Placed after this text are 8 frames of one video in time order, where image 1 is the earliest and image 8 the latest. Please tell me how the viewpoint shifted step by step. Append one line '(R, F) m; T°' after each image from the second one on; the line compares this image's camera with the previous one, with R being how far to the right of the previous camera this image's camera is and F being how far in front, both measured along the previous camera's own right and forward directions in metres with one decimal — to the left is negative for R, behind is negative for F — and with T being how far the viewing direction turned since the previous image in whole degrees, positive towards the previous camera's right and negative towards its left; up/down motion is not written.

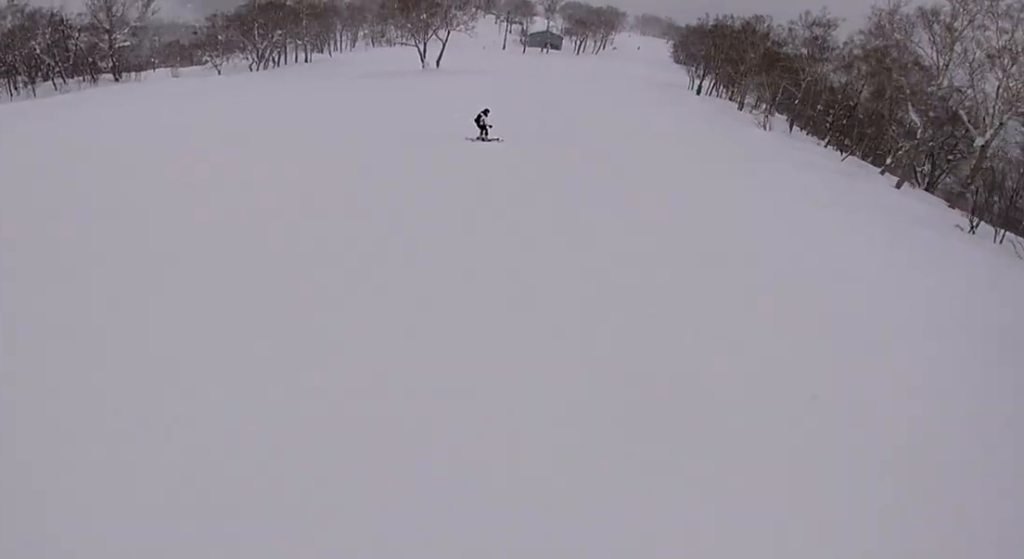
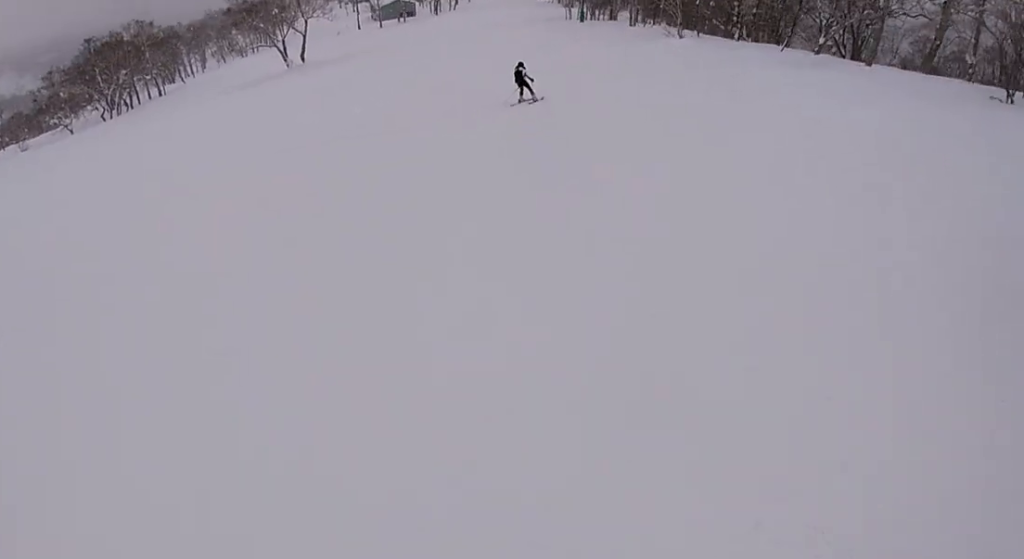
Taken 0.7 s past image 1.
(-0.3, +8.0) m; +3°
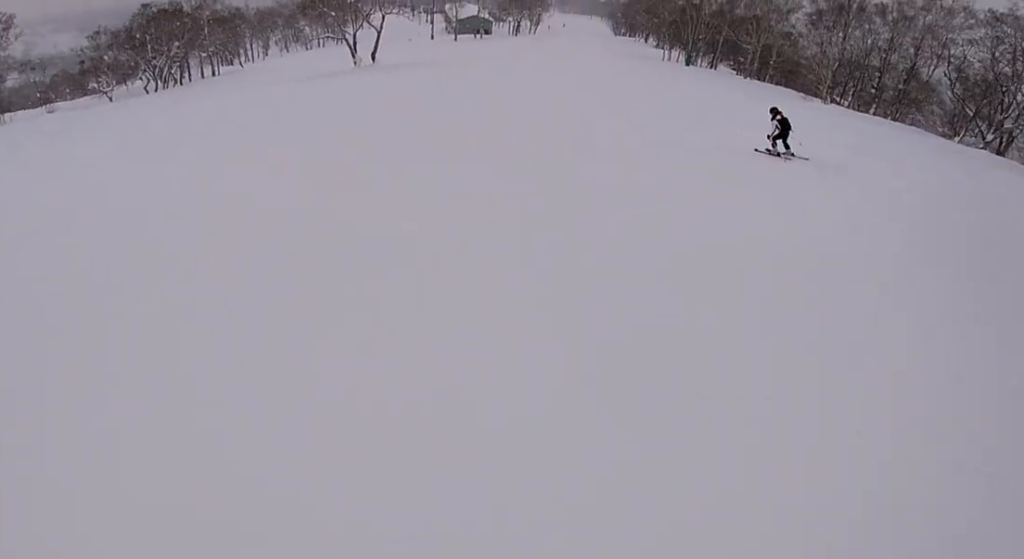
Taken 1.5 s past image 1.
(+1.1, +10.4) m; +2°
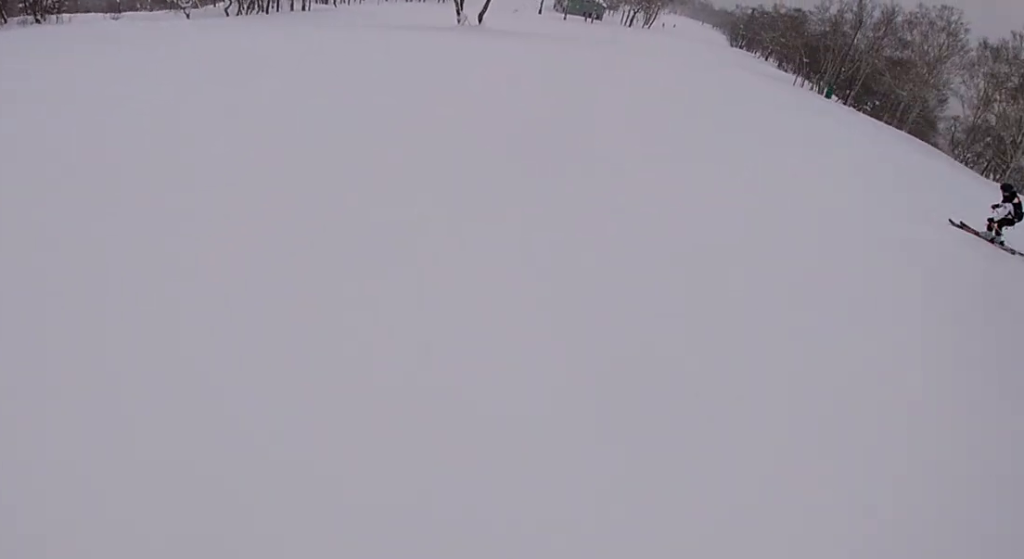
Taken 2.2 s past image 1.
(-0.4, +8.4) m; -1°
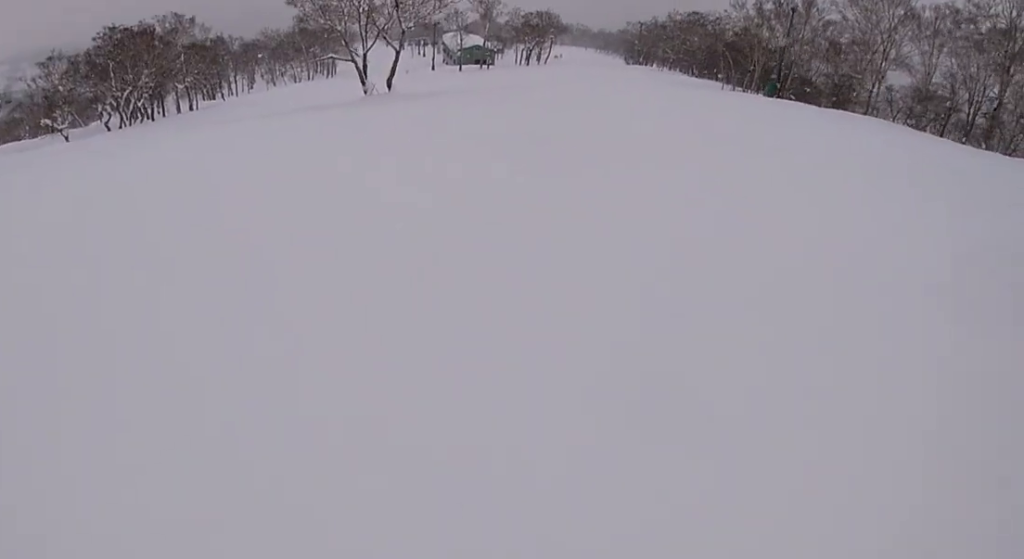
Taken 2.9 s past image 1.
(-0.2, +9.2) m; +3°
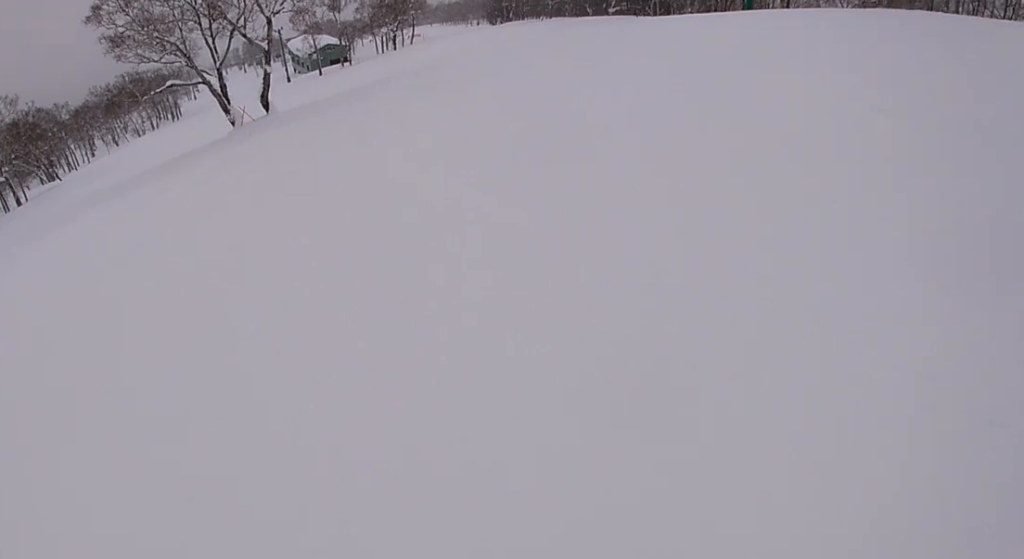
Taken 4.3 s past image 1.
(+3.0, +17.9) m; +22°
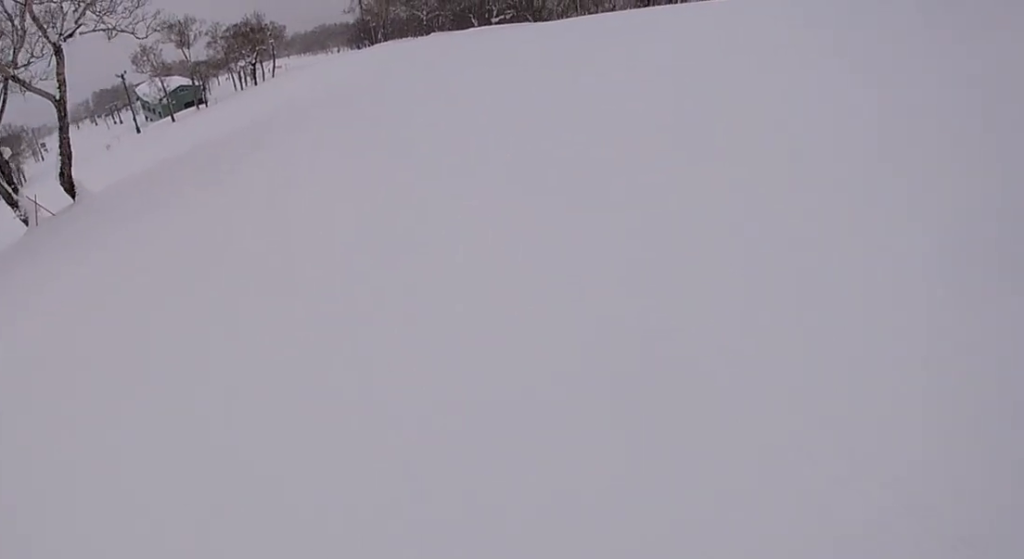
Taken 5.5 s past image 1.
(+2.2, +14.9) m; +13°
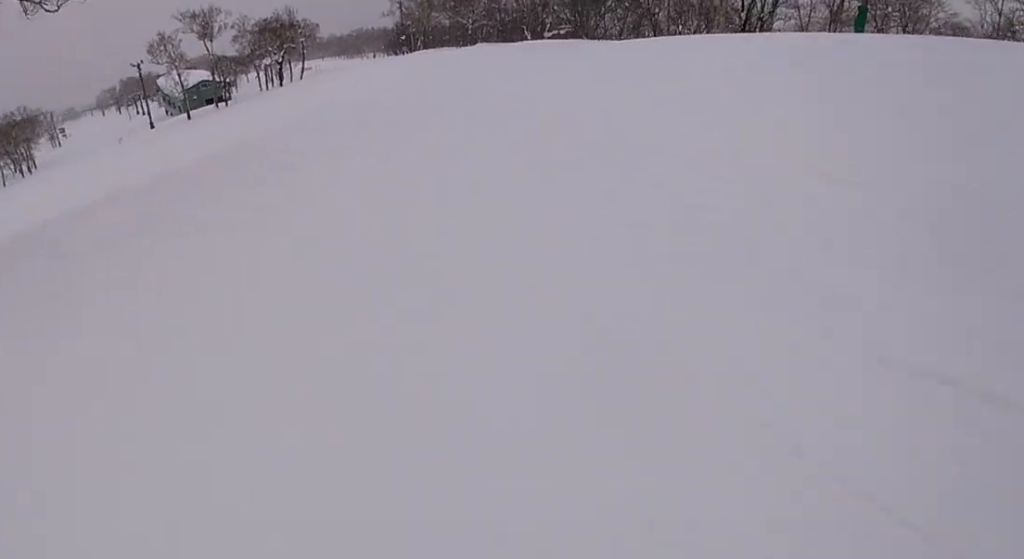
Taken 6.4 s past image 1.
(+0.6, +10.5) m; +1°
